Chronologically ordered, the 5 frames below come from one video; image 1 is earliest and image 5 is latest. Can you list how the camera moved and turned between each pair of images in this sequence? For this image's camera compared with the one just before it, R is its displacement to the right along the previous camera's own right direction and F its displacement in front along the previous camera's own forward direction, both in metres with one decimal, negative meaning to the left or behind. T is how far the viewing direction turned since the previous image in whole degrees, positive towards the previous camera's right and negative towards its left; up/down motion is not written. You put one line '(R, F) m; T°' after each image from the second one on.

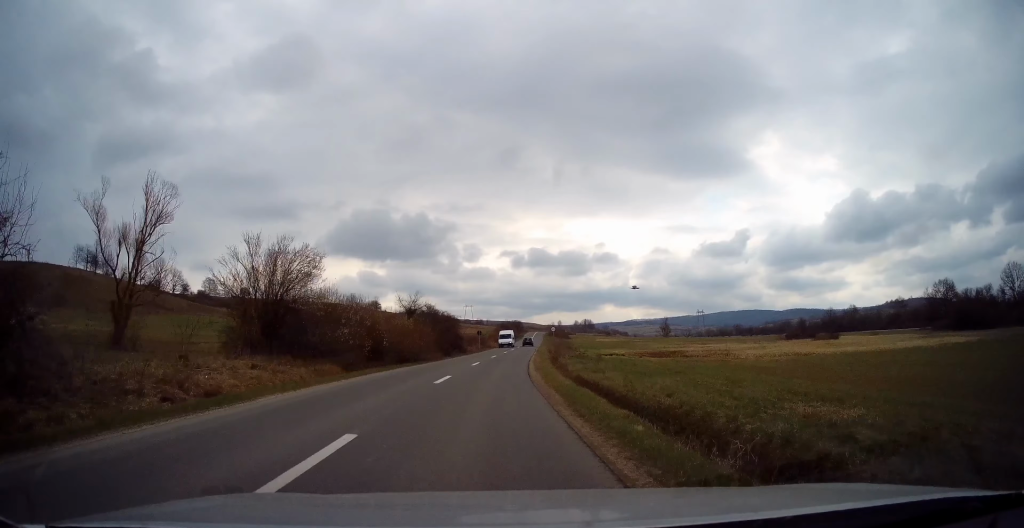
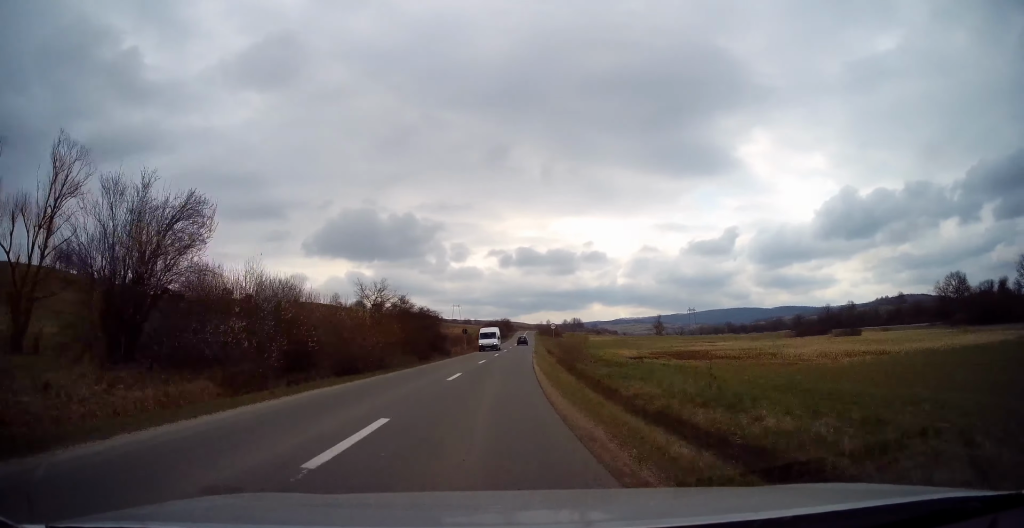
(0.0, +10.3) m; +1°
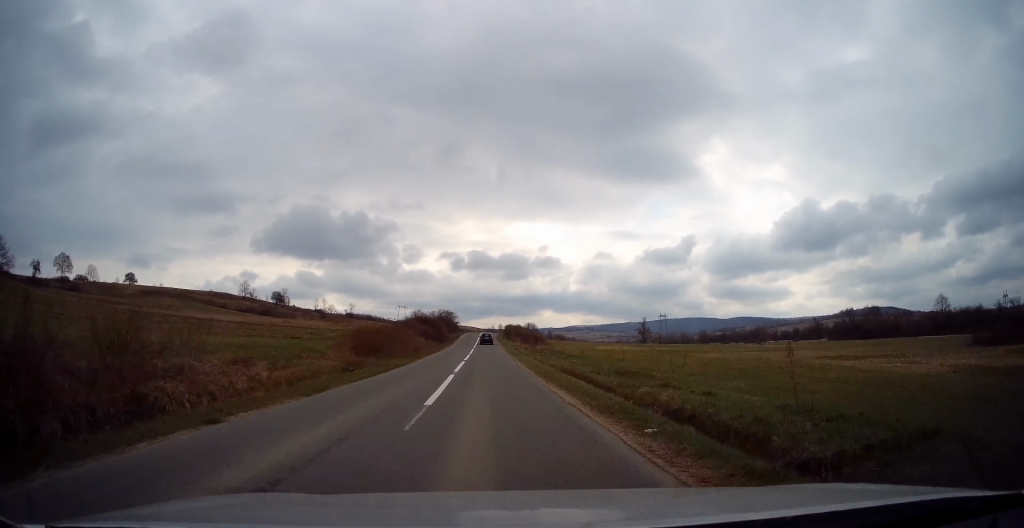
(+3.5, +68.3) m; +6°
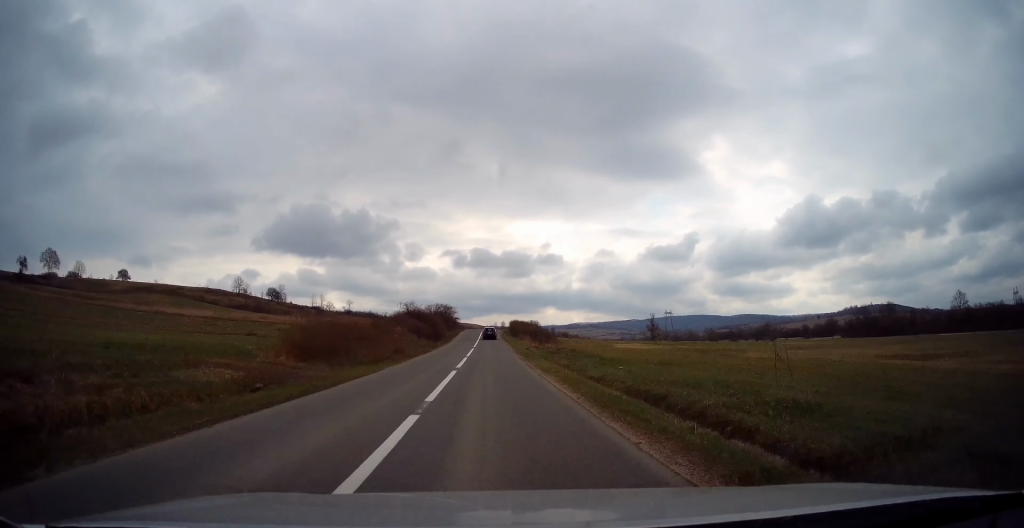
(+0.1, +10.4) m; 0°
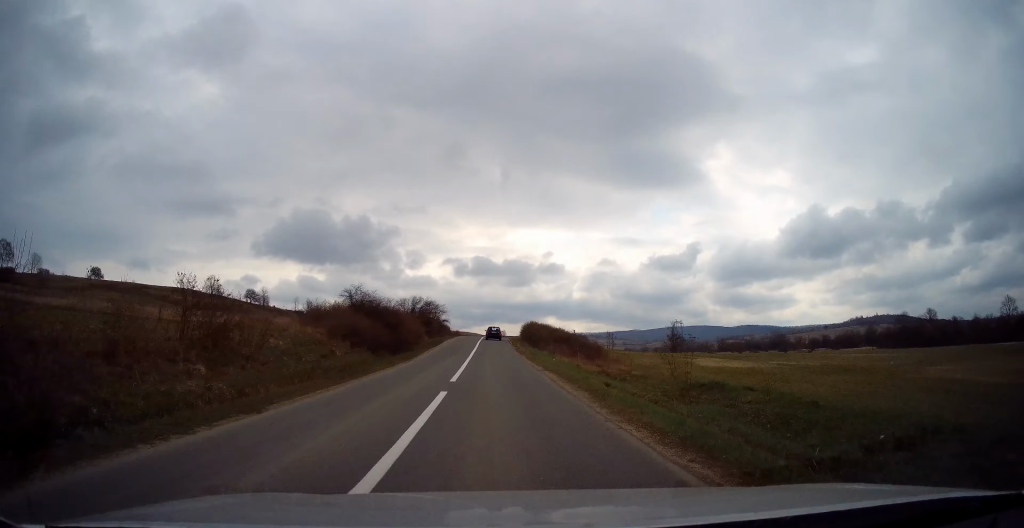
(-0.1, +29.5) m; 0°
